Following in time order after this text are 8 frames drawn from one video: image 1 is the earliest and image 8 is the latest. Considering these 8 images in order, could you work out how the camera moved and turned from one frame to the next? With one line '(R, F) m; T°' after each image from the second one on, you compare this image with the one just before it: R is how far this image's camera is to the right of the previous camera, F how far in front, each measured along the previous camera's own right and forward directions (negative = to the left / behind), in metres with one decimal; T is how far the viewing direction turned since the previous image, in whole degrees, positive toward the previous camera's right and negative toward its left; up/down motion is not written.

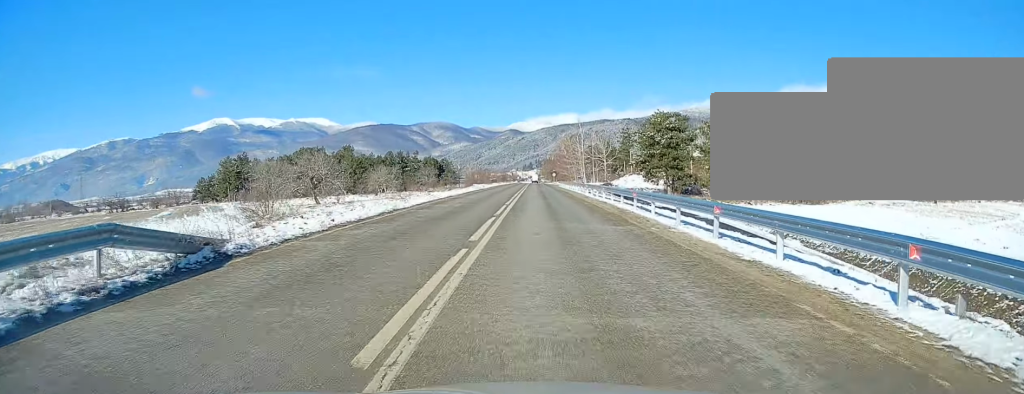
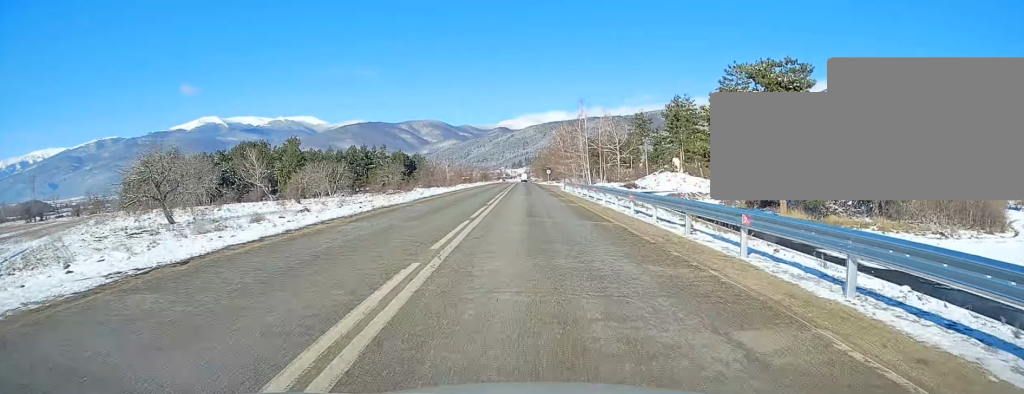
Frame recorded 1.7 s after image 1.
(+0.4, +39.4) m; +1°
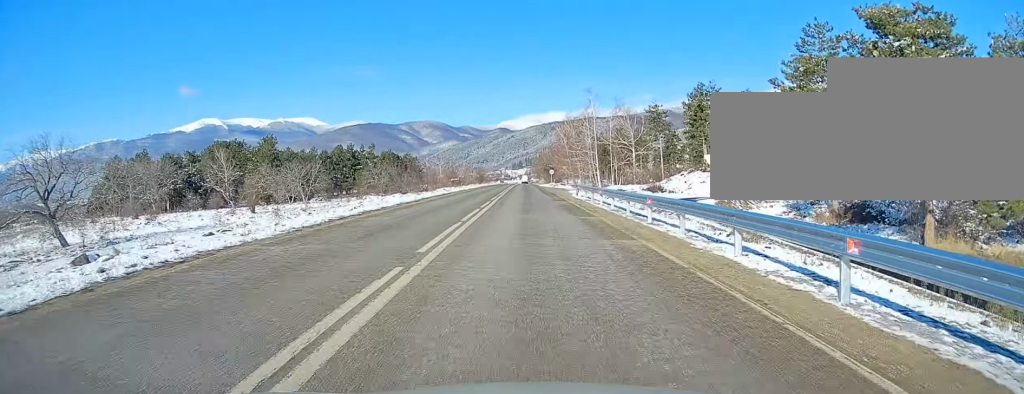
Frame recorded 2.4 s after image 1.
(-0.1, +16.1) m; 0°
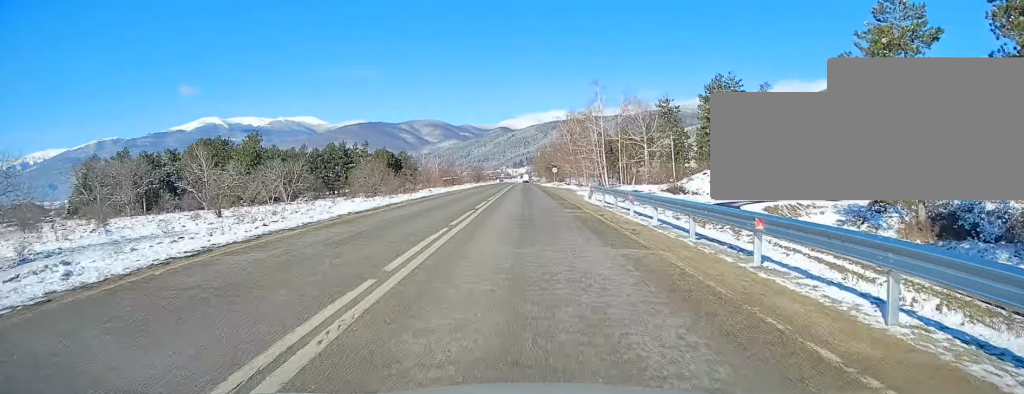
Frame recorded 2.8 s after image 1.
(0.0, +9.2) m; 0°
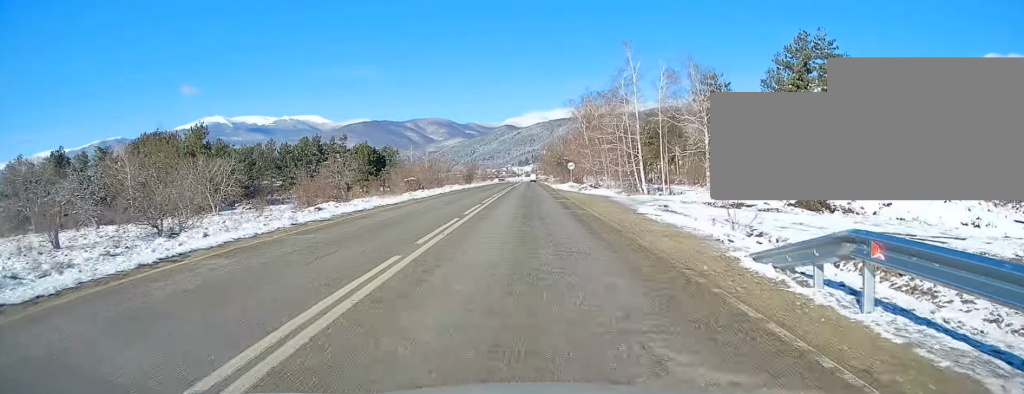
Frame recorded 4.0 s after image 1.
(-0.1, +27.5) m; -1°
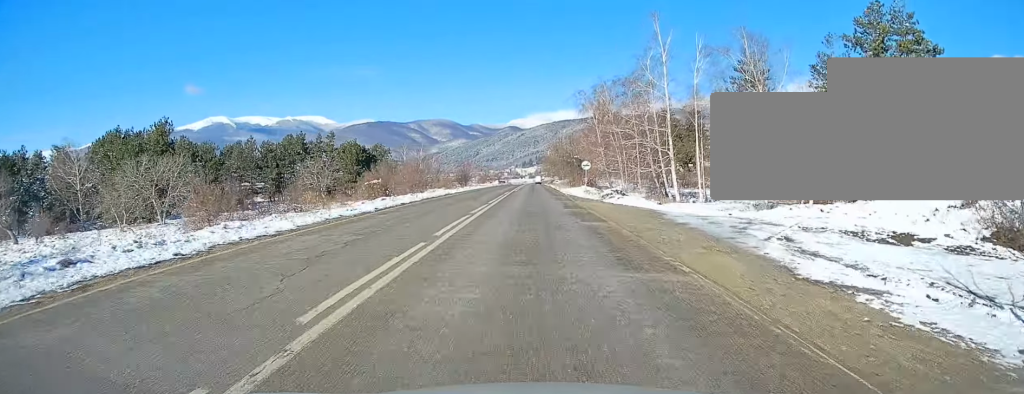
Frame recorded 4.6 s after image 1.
(-0.2, +13.8) m; 0°
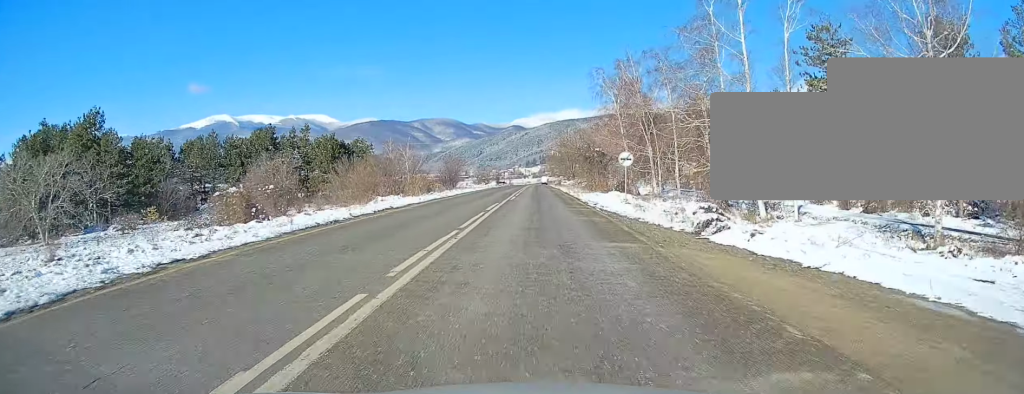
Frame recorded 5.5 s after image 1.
(+0.1, +20.1) m; 0°
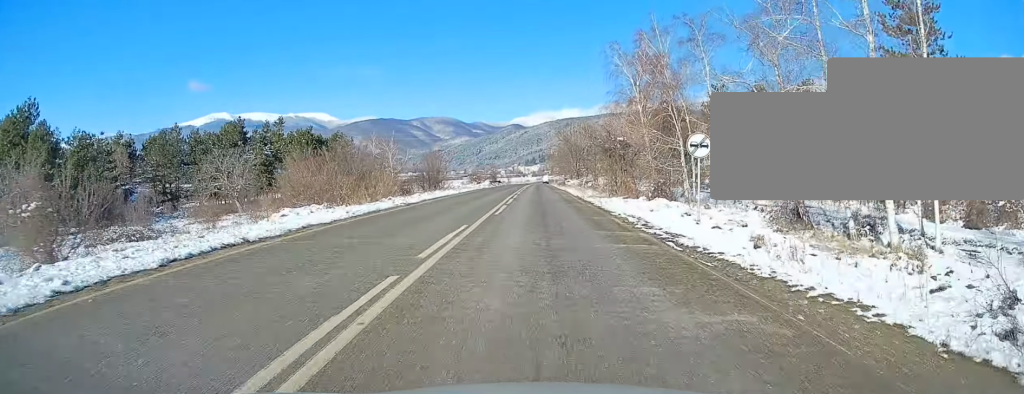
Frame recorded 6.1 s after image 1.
(0.0, +14.0) m; 0°
